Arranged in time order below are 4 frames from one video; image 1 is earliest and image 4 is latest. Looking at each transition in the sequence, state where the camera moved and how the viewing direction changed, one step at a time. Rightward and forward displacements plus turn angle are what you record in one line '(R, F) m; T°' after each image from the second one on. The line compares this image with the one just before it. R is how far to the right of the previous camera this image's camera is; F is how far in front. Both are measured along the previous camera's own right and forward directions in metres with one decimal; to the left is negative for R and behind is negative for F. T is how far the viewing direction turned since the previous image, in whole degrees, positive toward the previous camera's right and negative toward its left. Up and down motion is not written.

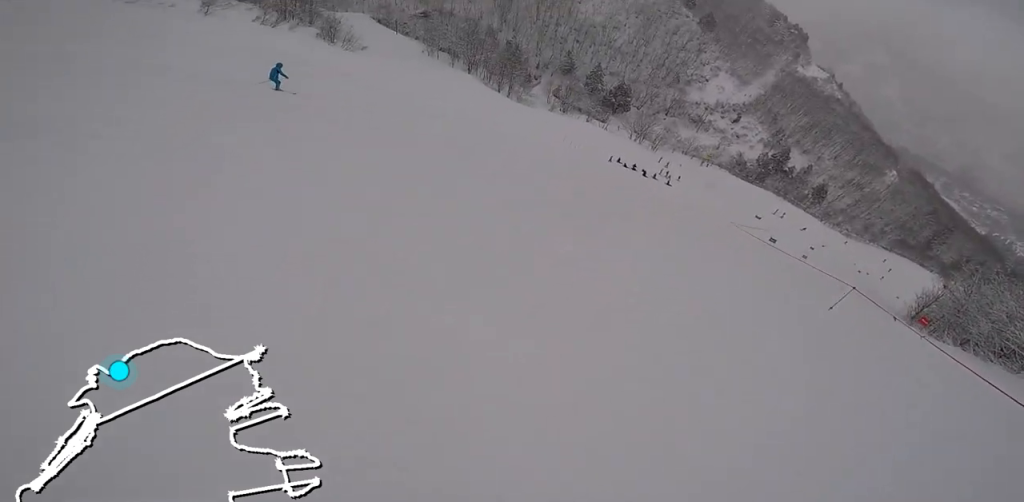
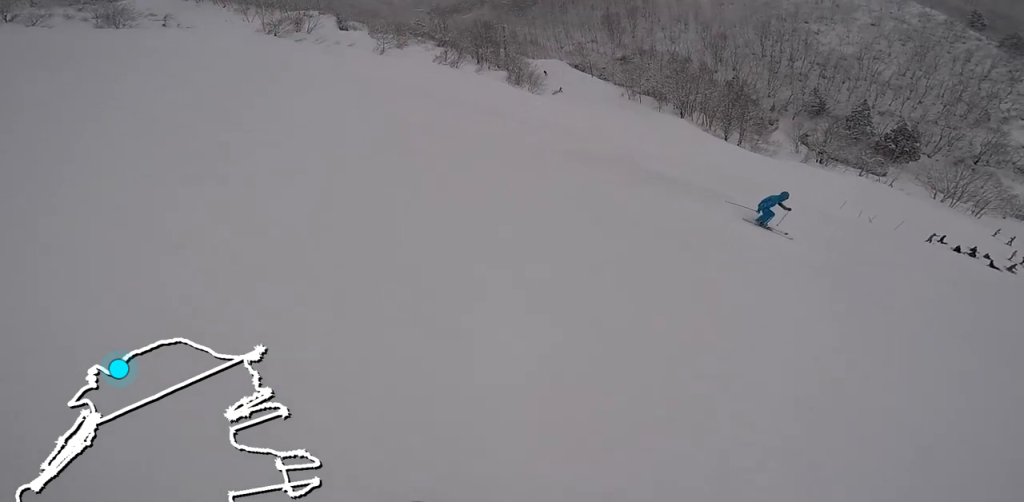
(-6.8, +14.3) m; -13°
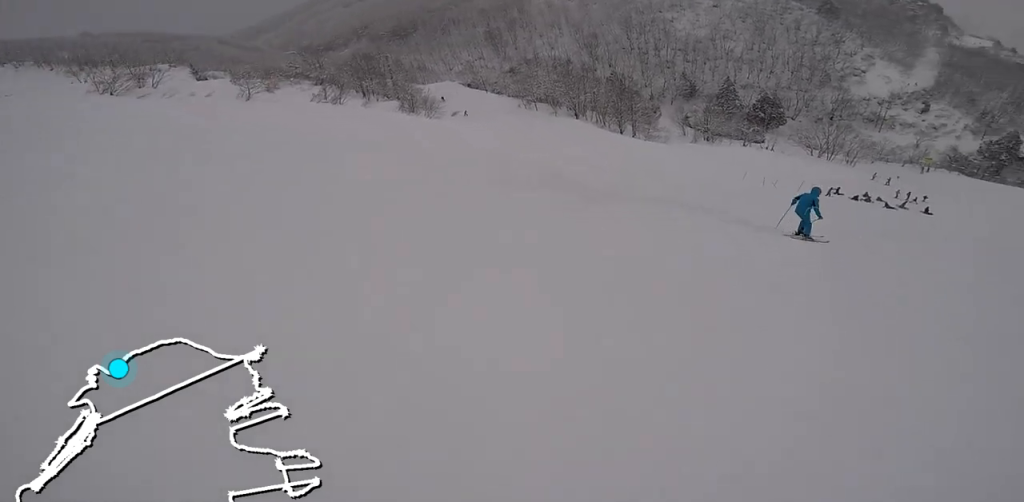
(+0.1, +2.3) m; +10°
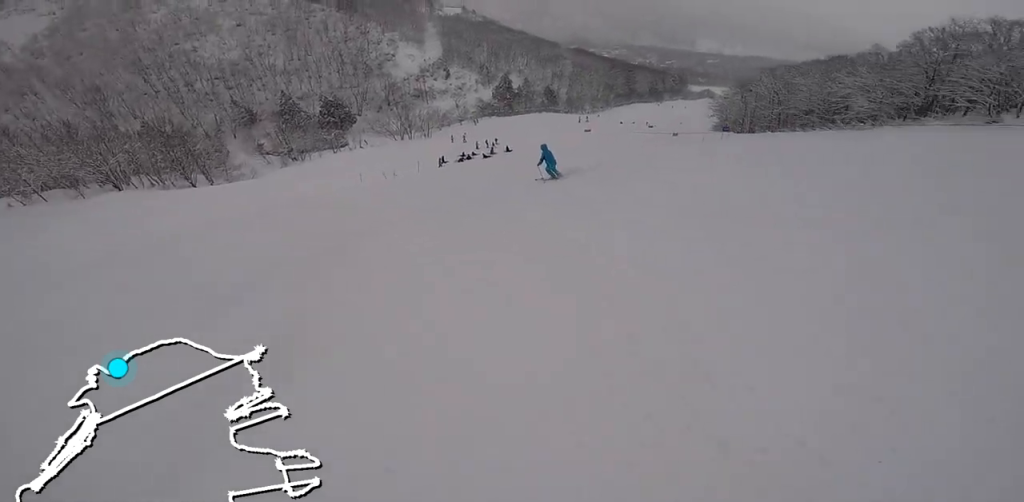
(+1.8, +5.6) m; +38°
